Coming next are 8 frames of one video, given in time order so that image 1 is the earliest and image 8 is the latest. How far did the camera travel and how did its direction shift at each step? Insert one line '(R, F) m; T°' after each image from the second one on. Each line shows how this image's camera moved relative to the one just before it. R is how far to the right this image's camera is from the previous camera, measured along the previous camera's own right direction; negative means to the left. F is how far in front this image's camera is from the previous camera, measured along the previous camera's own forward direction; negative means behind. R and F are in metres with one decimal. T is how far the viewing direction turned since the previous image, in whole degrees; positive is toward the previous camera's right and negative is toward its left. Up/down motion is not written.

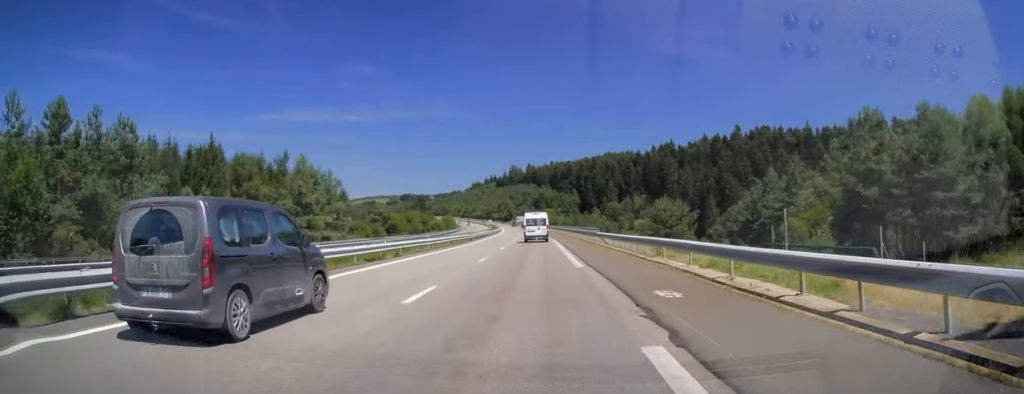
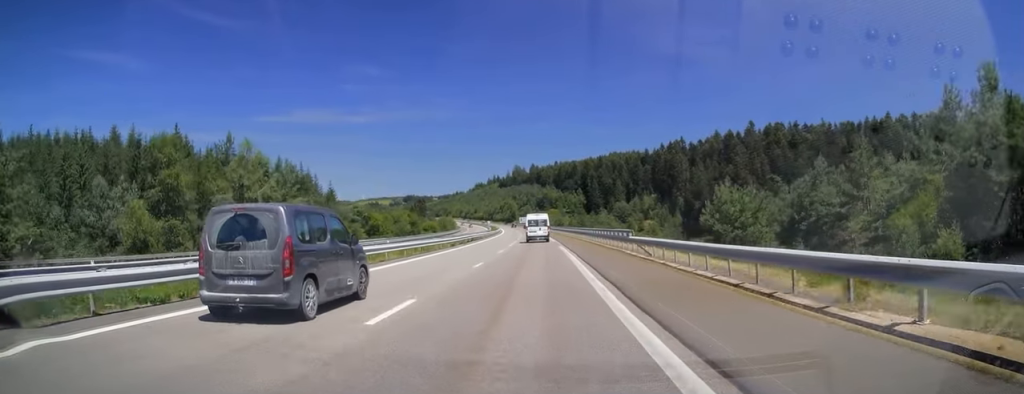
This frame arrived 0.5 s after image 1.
(-0.1, +15.4) m; 0°
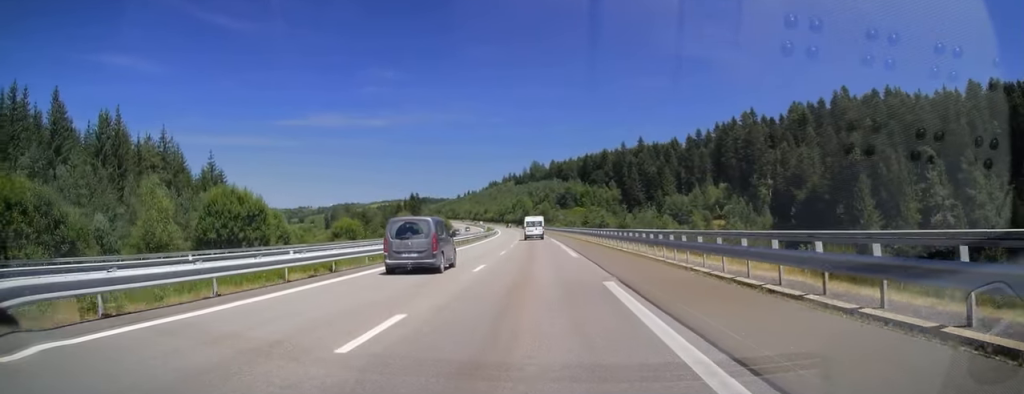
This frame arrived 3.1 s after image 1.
(-0.7, +80.1) m; -1°
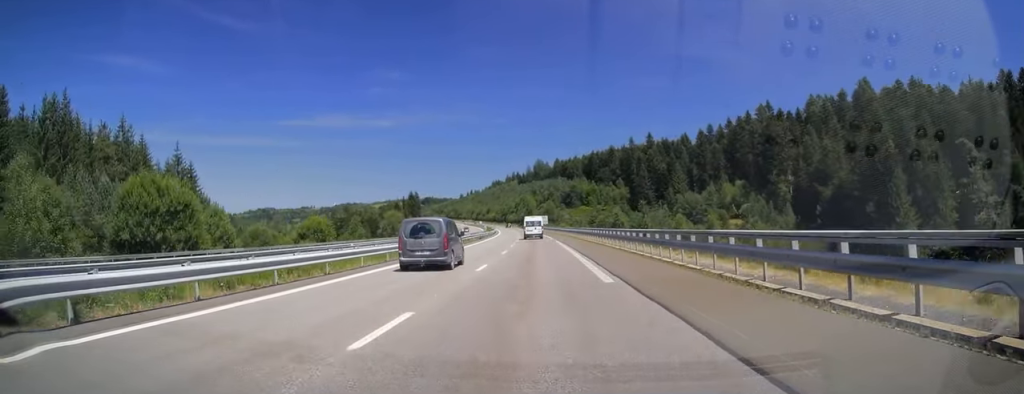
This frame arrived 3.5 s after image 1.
(-0.1, +12.8) m; 0°
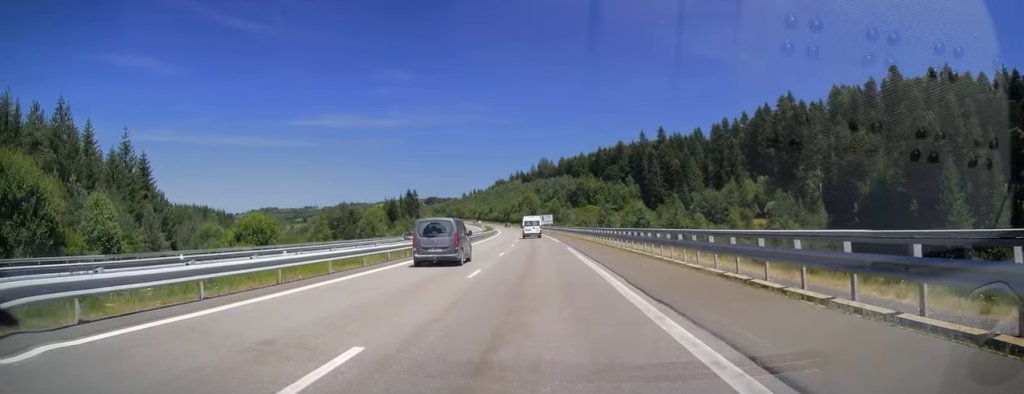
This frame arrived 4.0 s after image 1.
(-0.1, +15.9) m; 0°
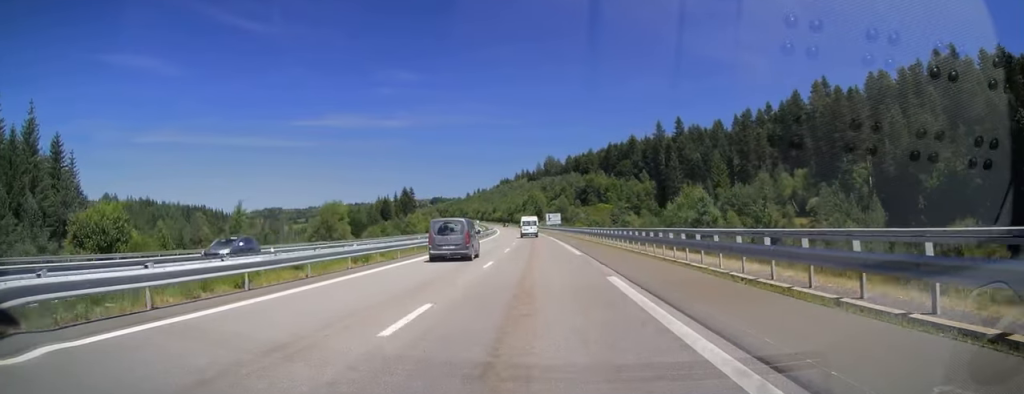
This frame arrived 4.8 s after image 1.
(0.0, +22.1) m; -1°
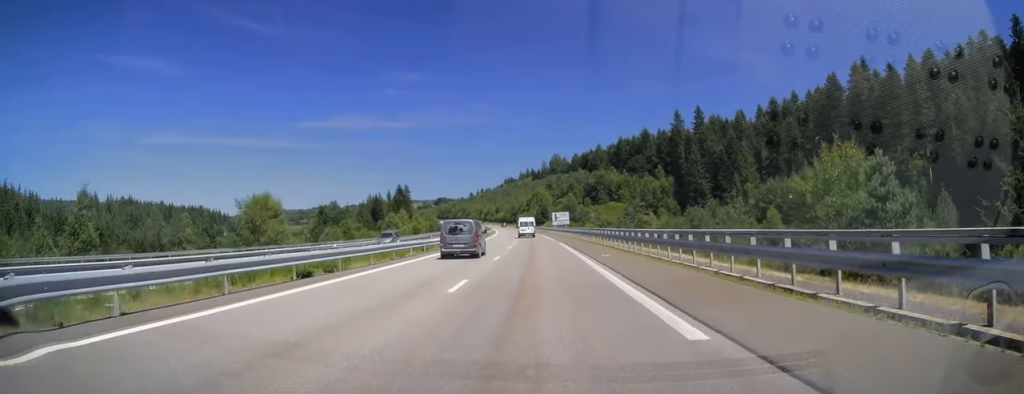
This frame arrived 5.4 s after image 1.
(-0.2, +21.0) m; -1°
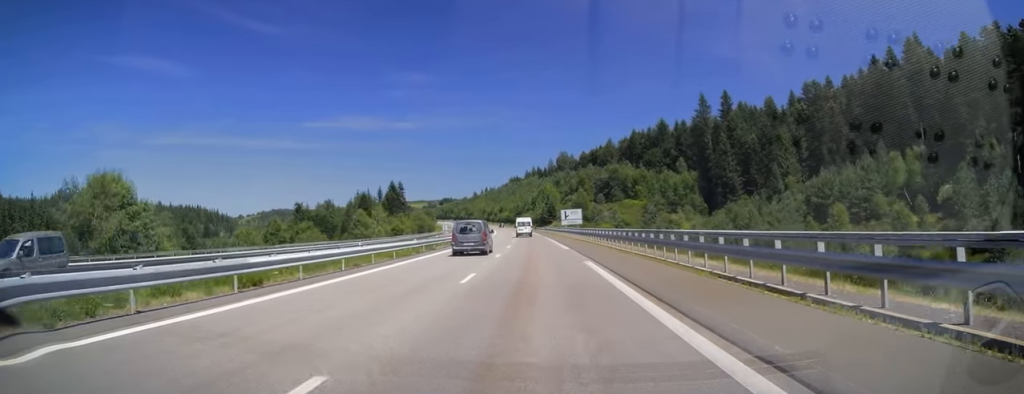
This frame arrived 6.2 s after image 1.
(-0.3, +23.6) m; 0°
